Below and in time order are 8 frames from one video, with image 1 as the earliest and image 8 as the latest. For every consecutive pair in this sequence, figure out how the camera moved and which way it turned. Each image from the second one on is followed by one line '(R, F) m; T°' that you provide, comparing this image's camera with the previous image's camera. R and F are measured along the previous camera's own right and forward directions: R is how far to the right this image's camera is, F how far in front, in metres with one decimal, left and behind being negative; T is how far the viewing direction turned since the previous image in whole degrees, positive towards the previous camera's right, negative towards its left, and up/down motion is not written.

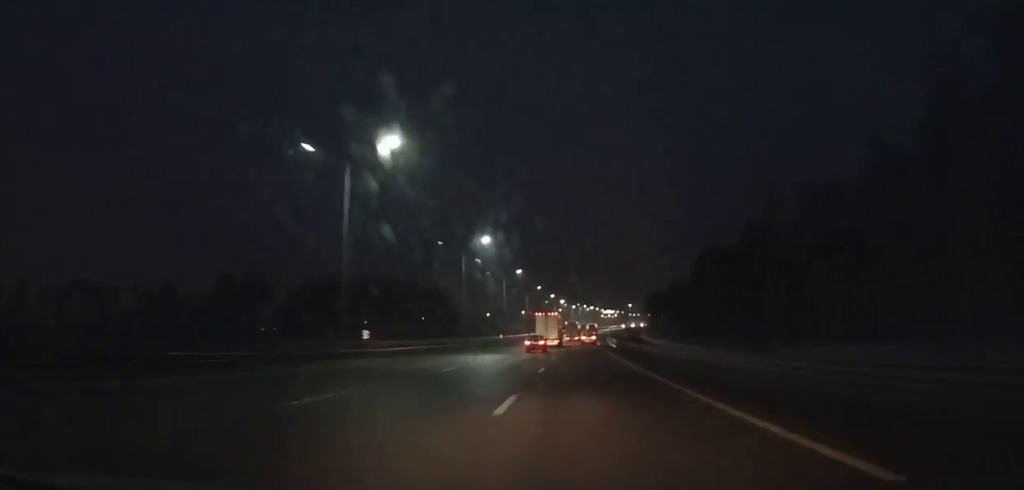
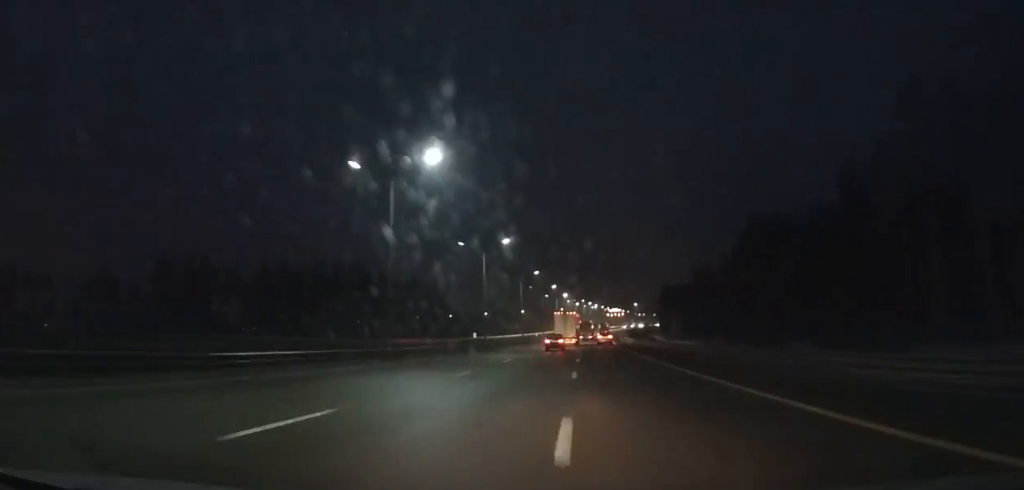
(+0.1, +27.9) m; +1°
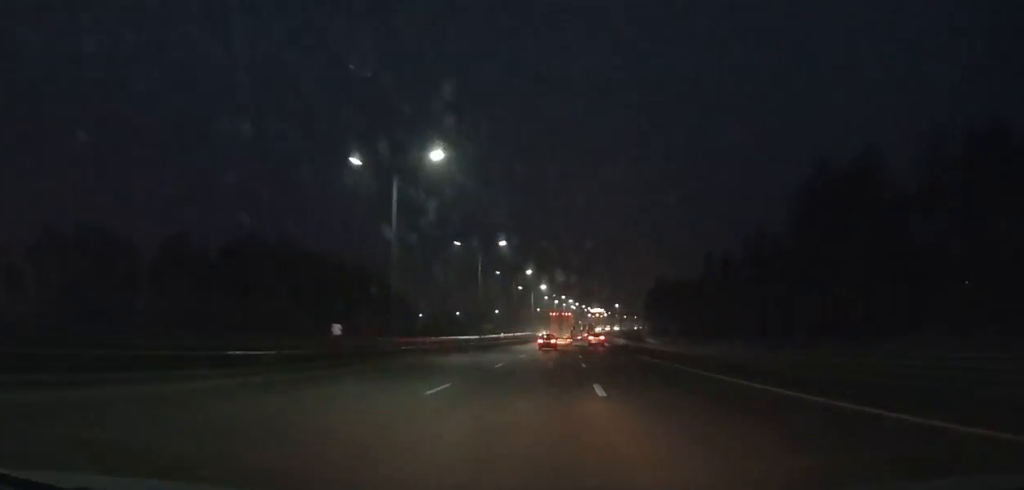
(+0.3, +30.4) m; +1°
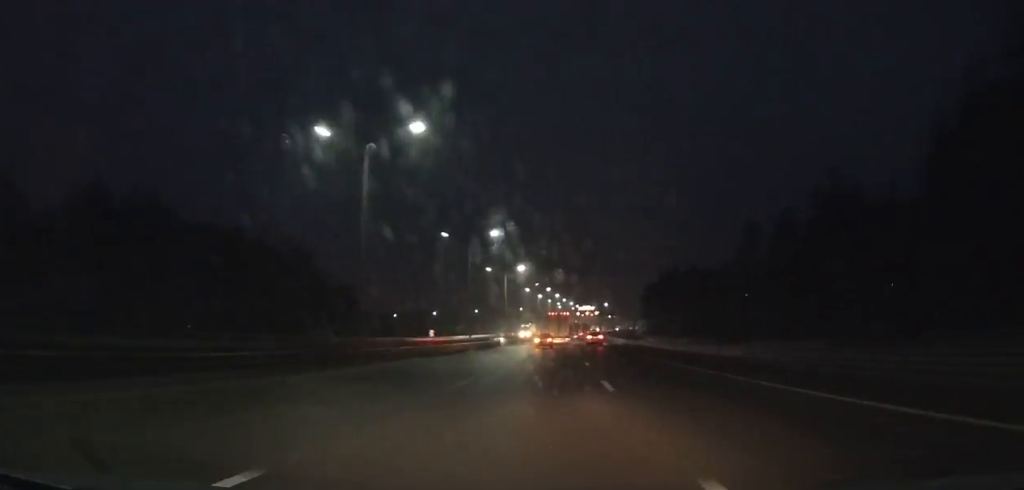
(+0.2, +35.2) m; +1°
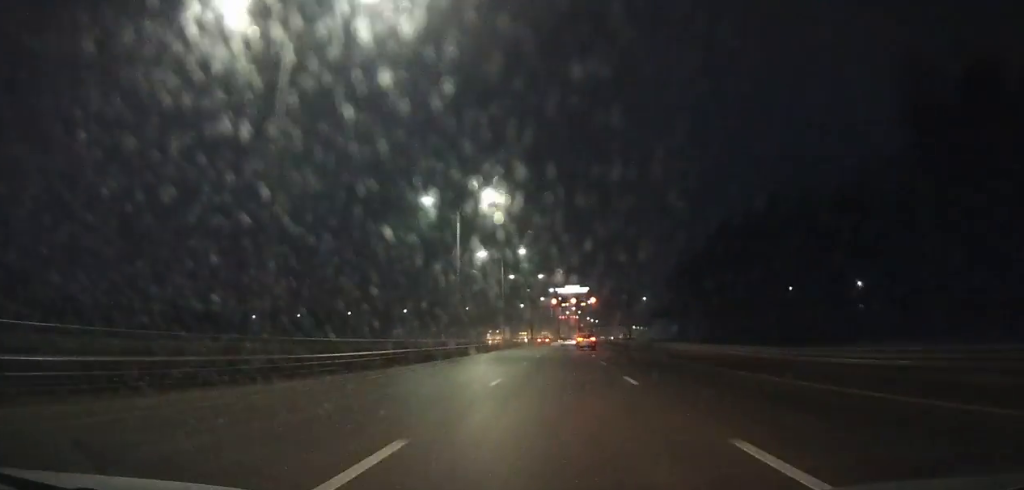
(+5.3, +131.5) m; +5°
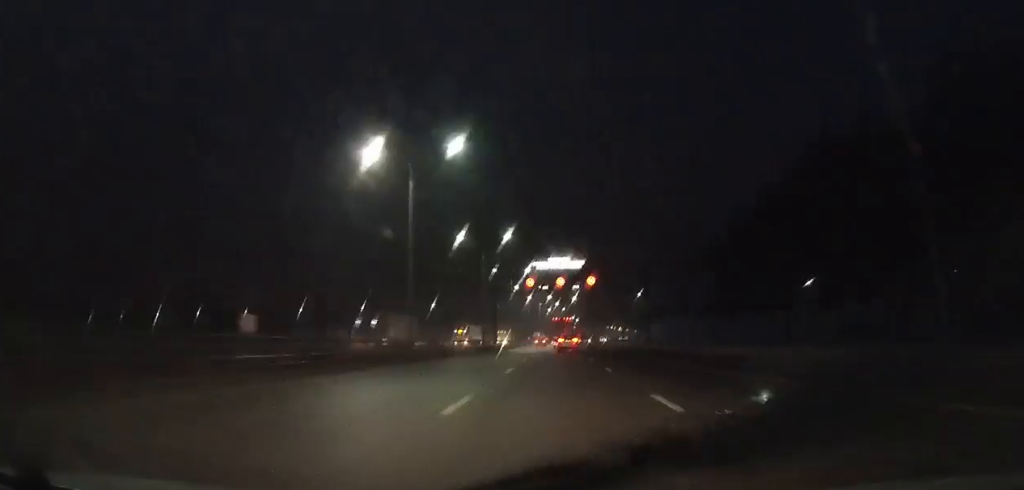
(+0.9, +41.9) m; +1°
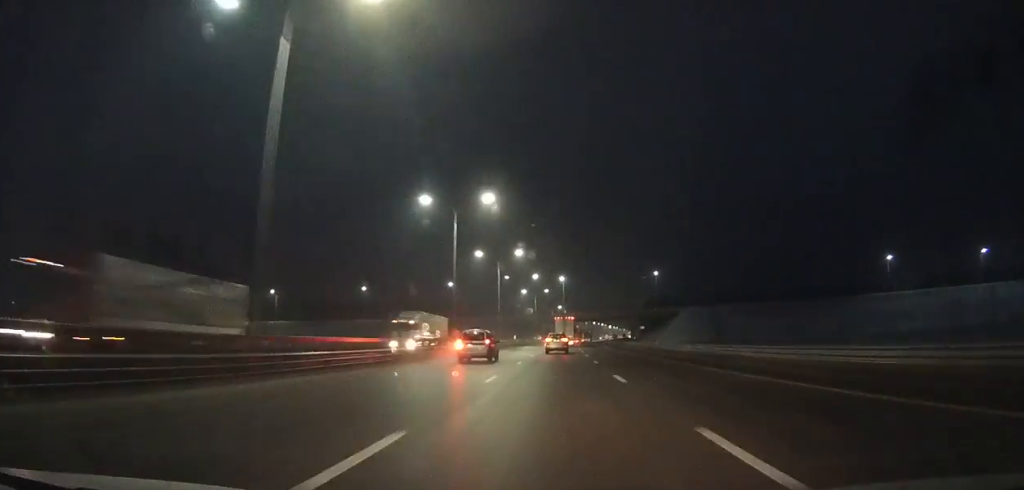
(+1.3, +76.1) m; +2°
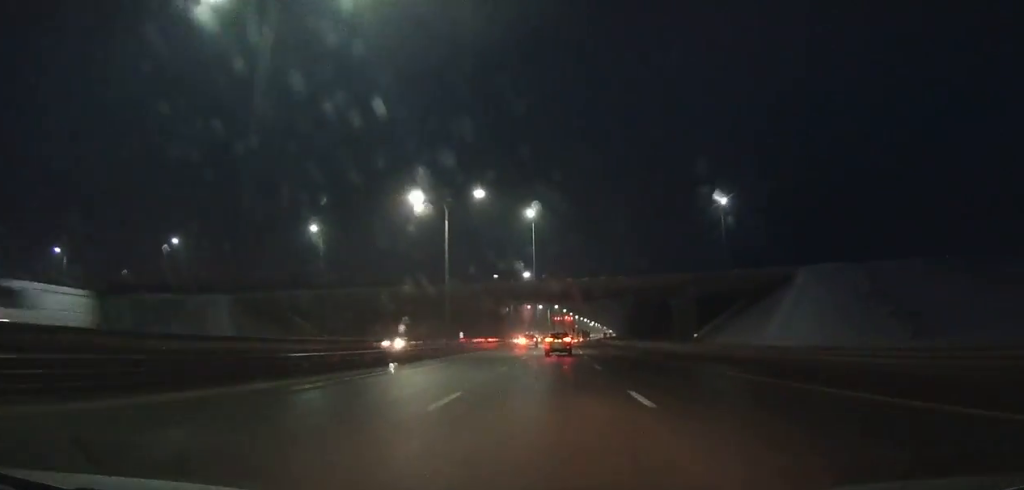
(+1.2, +90.3) m; +2°
